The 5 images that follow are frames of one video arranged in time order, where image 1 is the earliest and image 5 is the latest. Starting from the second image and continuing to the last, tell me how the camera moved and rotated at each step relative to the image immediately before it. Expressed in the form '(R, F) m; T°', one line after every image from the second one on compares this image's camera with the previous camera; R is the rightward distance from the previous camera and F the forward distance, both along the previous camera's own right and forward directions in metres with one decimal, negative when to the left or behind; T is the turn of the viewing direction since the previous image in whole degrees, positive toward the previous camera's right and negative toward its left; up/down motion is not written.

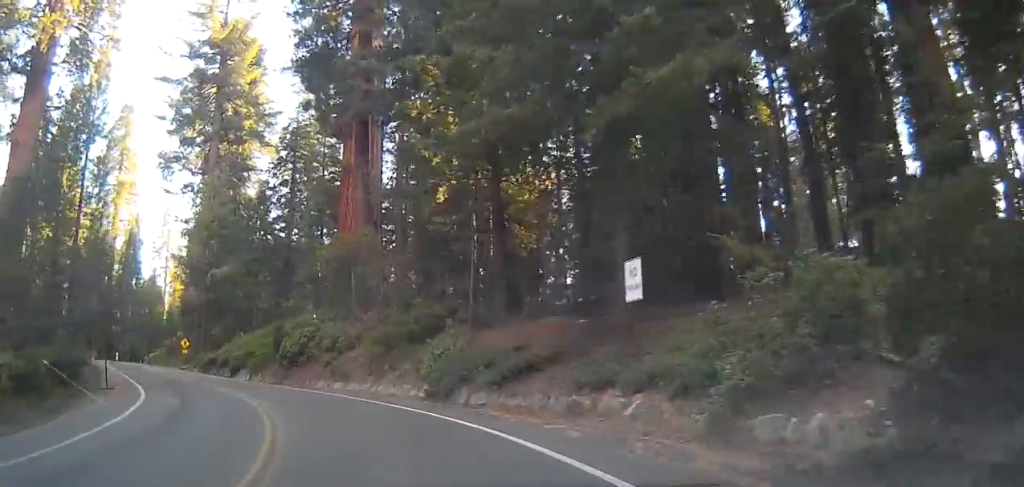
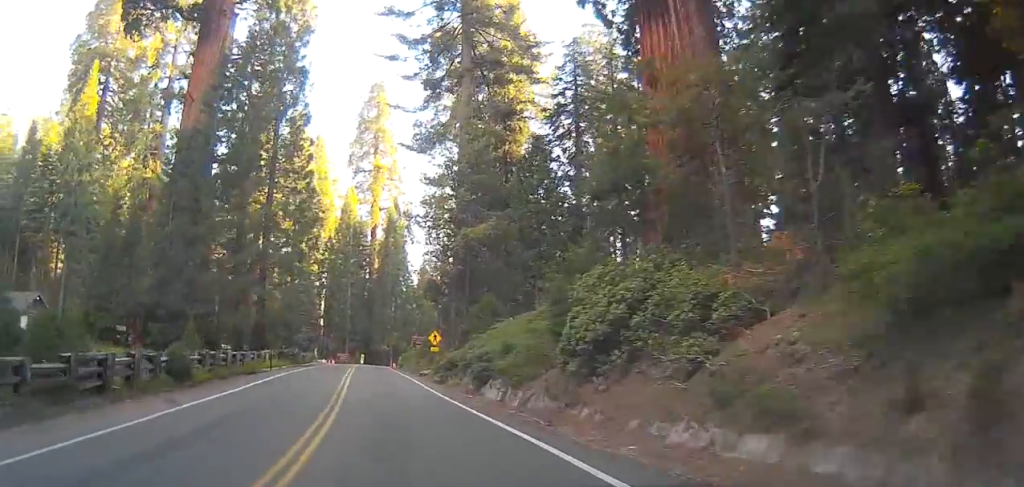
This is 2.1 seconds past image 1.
(-4.6, +21.0) m; -23°
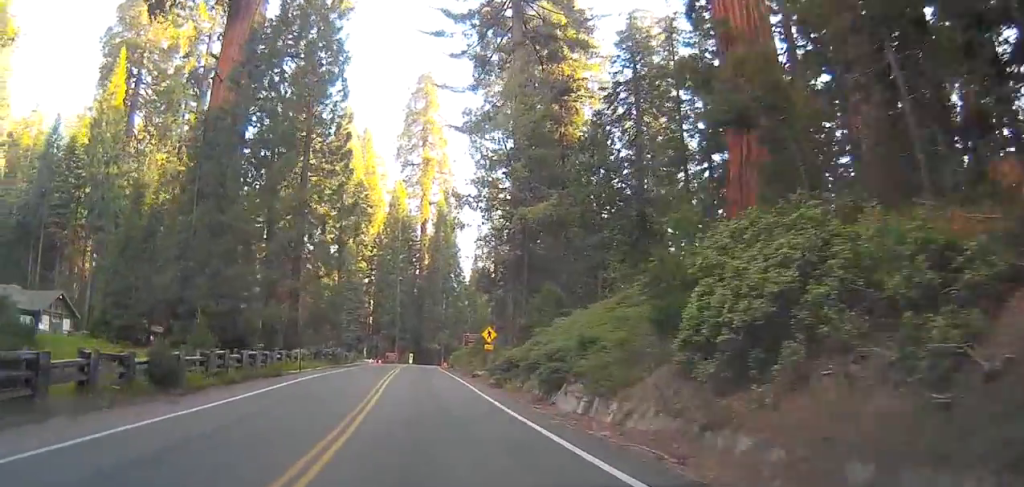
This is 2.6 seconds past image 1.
(-0.3, +5.8) m; -4°
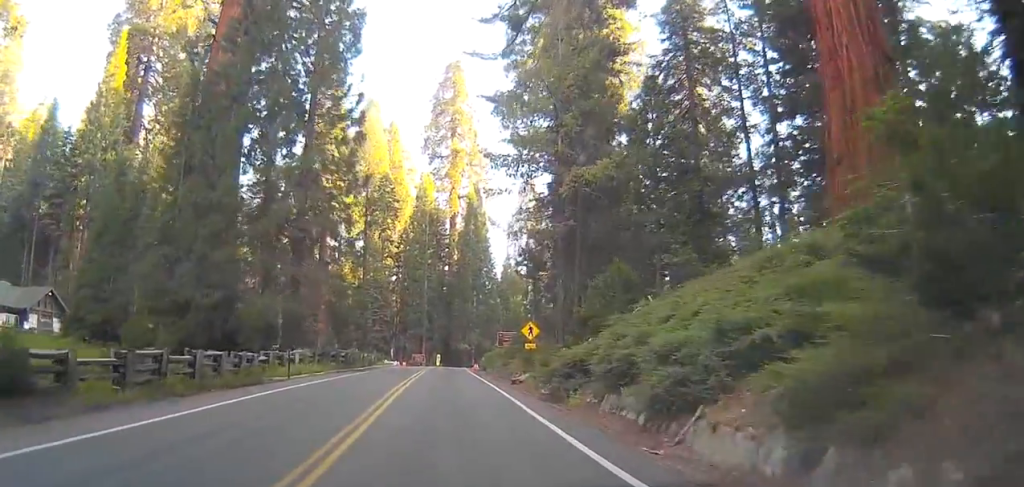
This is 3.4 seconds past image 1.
(-0.4, +8.9) m; -4°
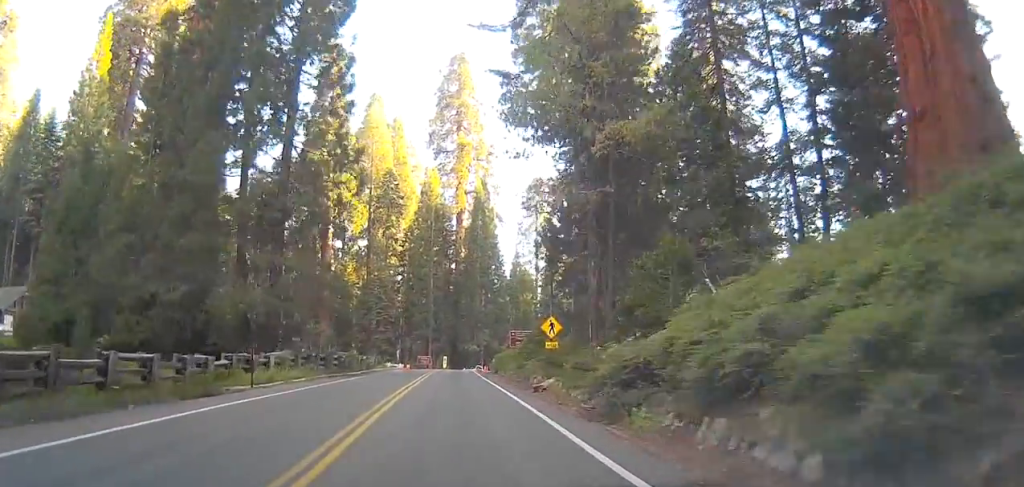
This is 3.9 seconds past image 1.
(-0.2, +6.4) m; 0°
